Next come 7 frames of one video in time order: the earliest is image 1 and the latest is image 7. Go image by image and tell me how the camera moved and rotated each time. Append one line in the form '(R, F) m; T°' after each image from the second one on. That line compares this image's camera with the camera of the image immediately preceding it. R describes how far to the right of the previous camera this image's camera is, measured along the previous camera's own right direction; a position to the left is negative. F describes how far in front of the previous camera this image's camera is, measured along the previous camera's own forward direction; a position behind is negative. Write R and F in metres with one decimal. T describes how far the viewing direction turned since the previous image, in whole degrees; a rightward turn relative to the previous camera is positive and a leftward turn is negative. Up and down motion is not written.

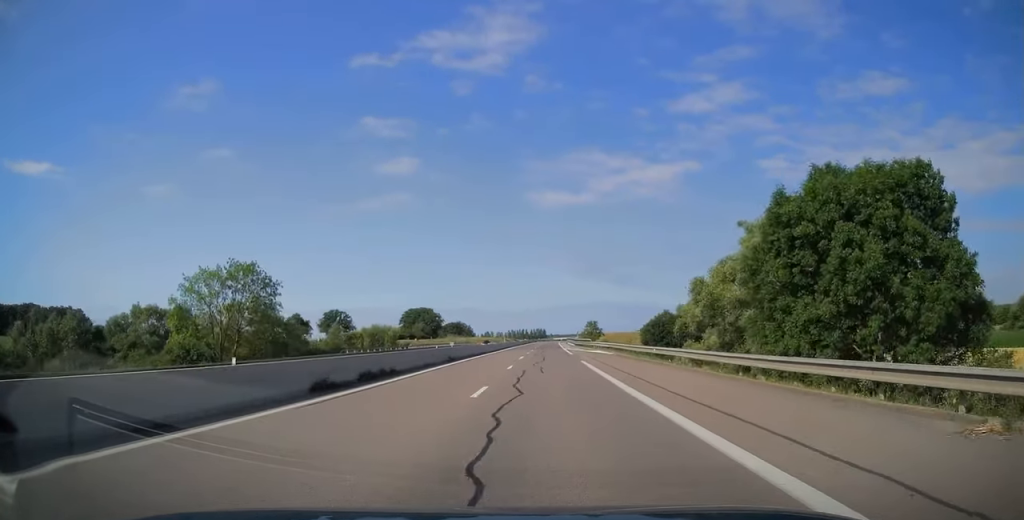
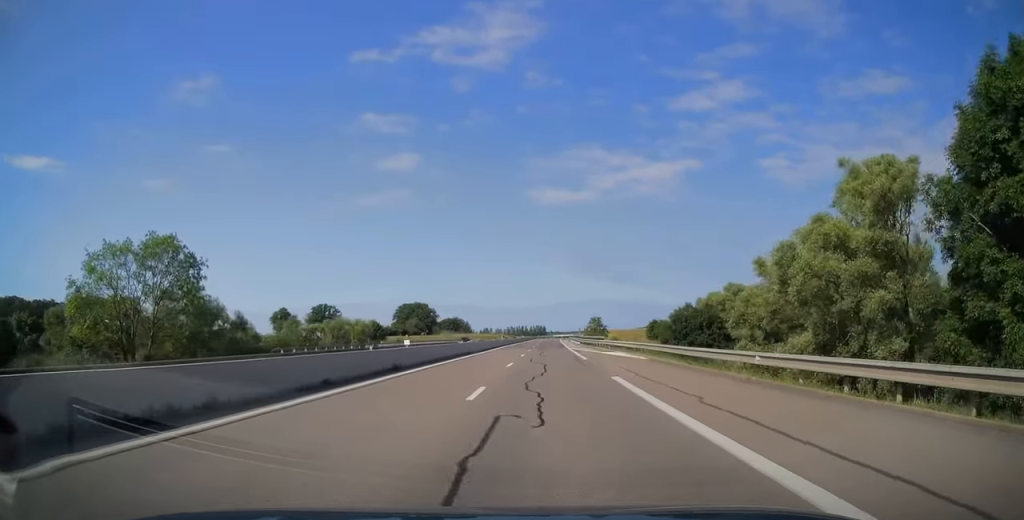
(+0.1, +14.2) m; 0°
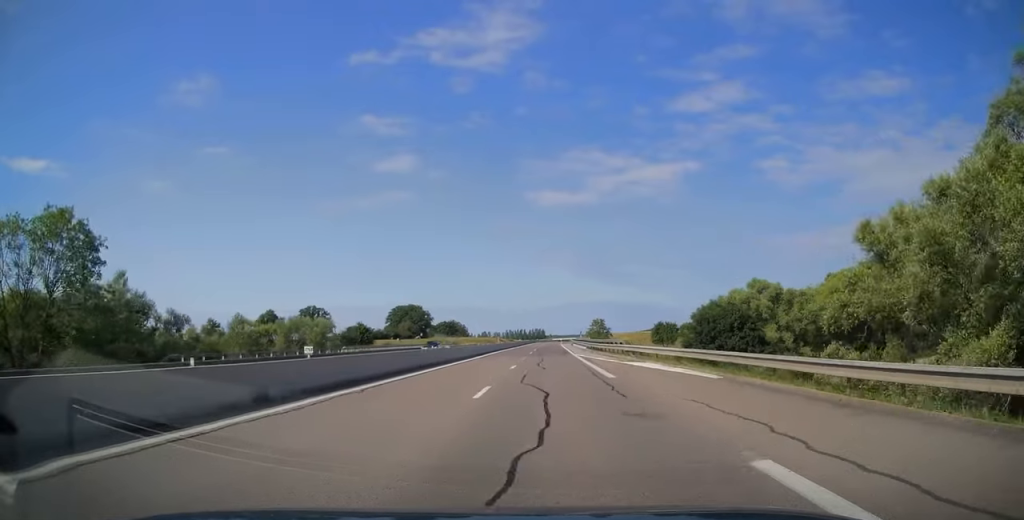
(0.0, +12.2) m; 0°
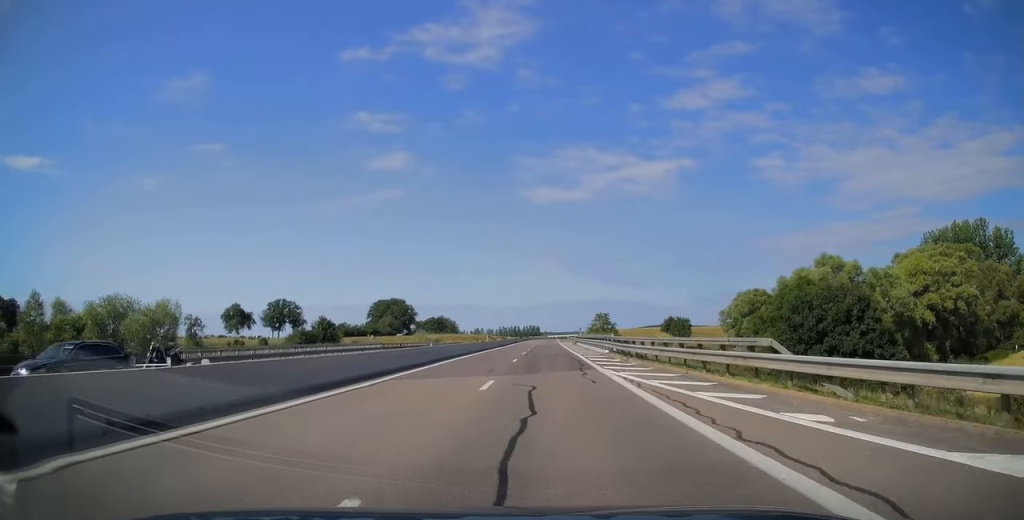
(0.0, +24.9) m; 0°
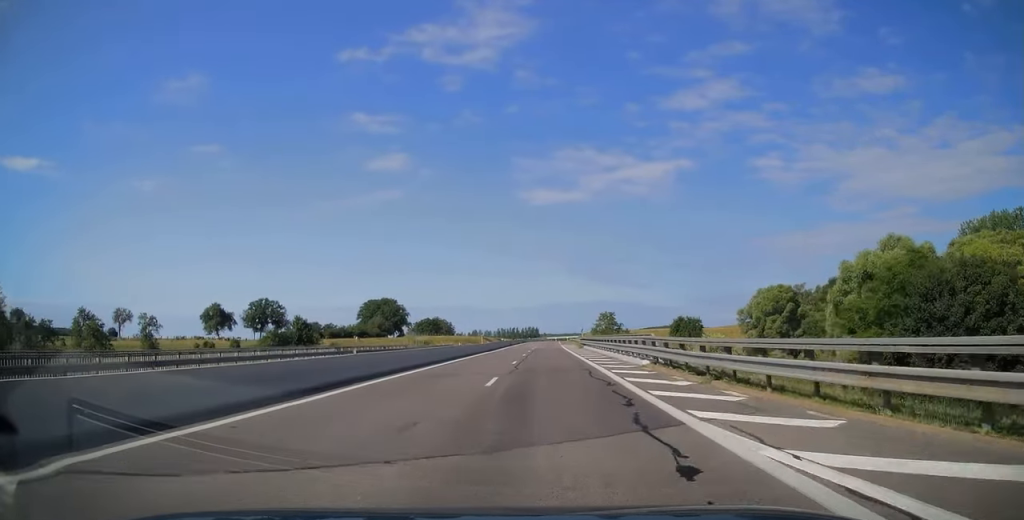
(0.0, +14.2) m; 0°
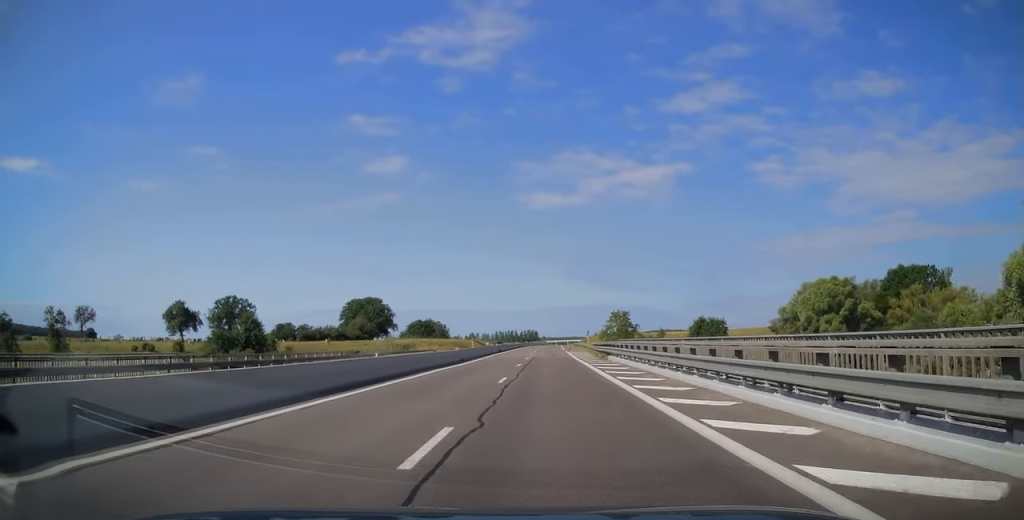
(0.0, +23.0) m; 0°
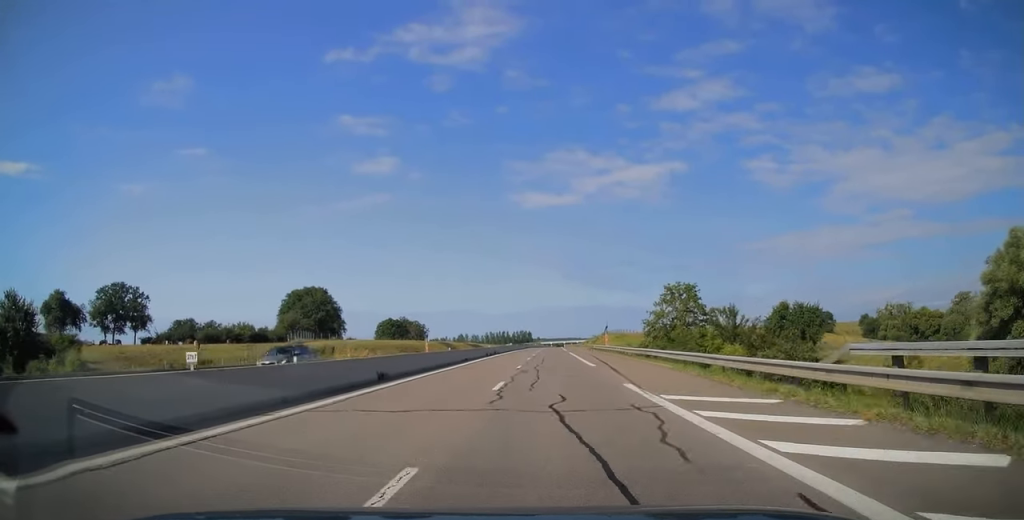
(+0.3, +54.4) m; +1°
